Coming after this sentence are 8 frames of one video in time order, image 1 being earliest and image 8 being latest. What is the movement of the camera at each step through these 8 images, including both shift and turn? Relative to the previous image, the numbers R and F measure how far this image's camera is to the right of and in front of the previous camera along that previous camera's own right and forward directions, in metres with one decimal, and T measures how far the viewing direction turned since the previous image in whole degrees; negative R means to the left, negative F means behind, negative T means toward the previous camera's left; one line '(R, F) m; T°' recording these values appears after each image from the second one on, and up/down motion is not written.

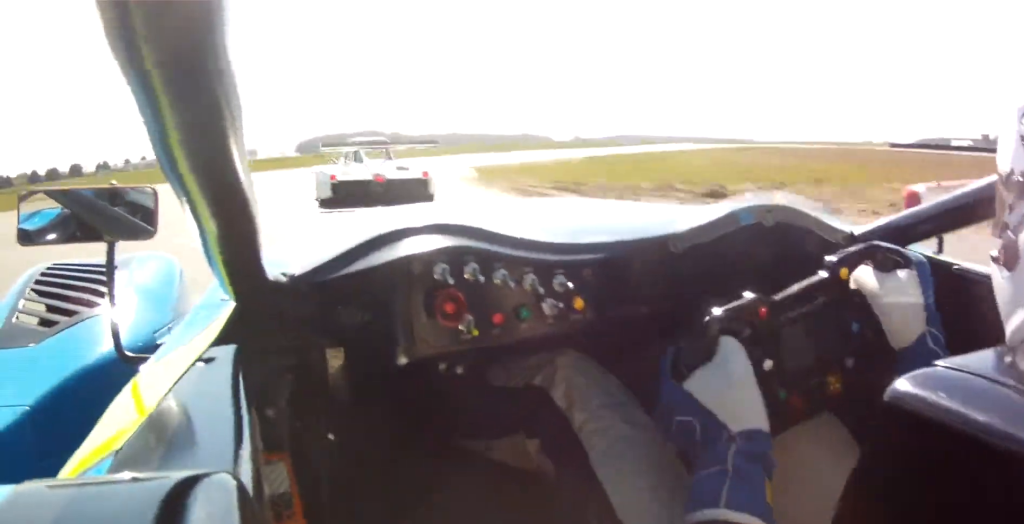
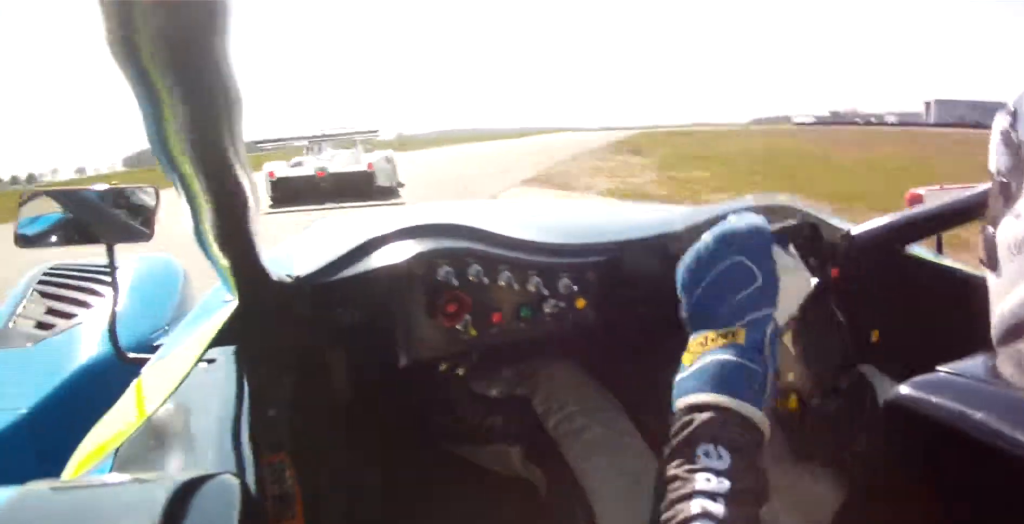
(-1.0, +18.0) m; +2°
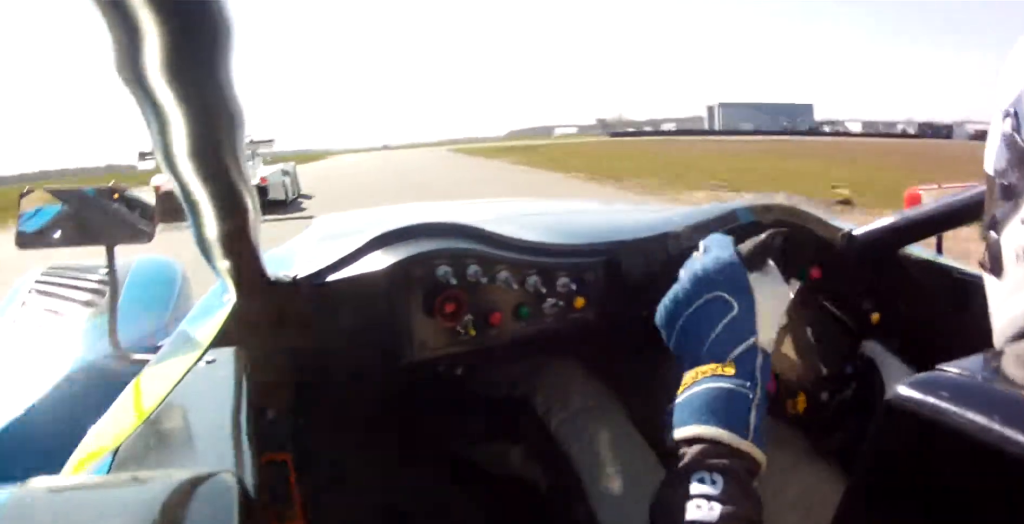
(-0.6, +14.3) m; +5°
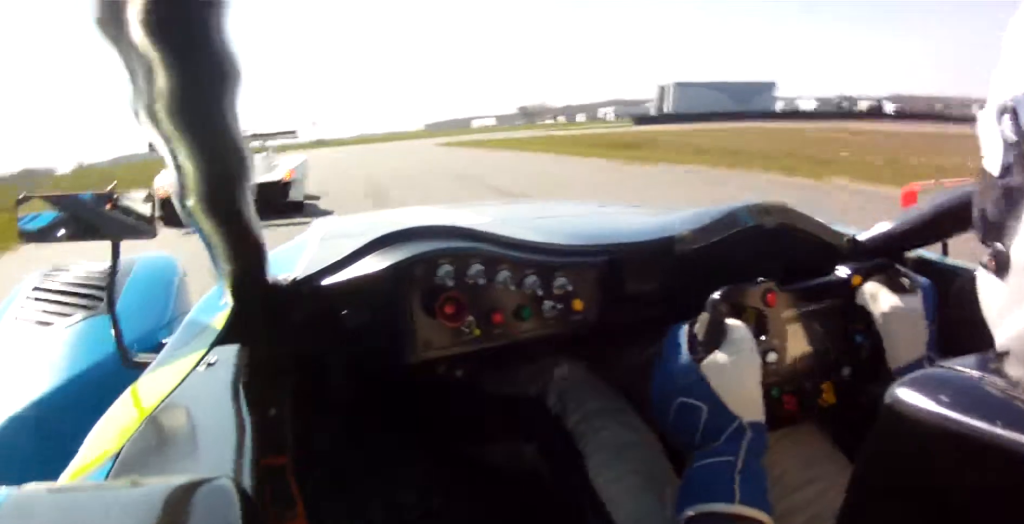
(+4.9, +30.5) m; +12°
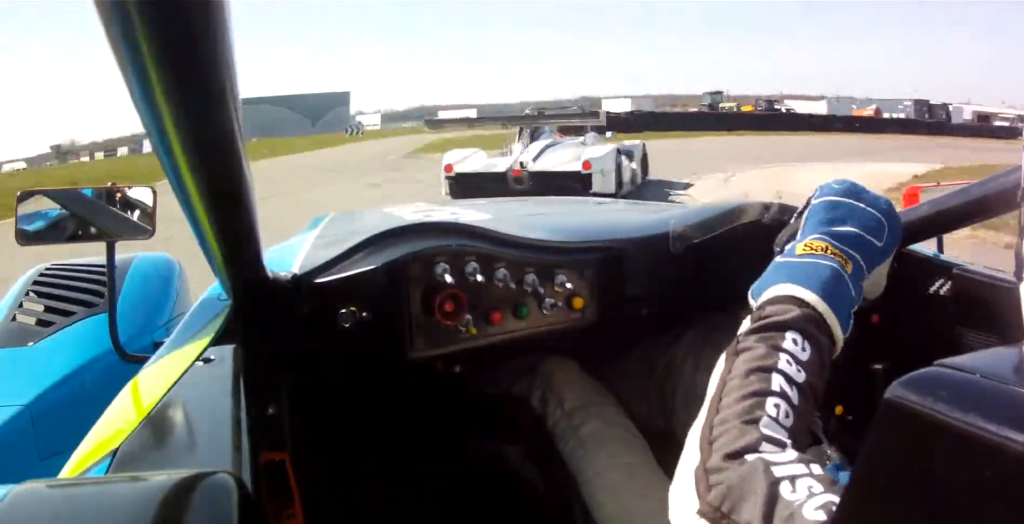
(+9.2, +49.3) m; +50°
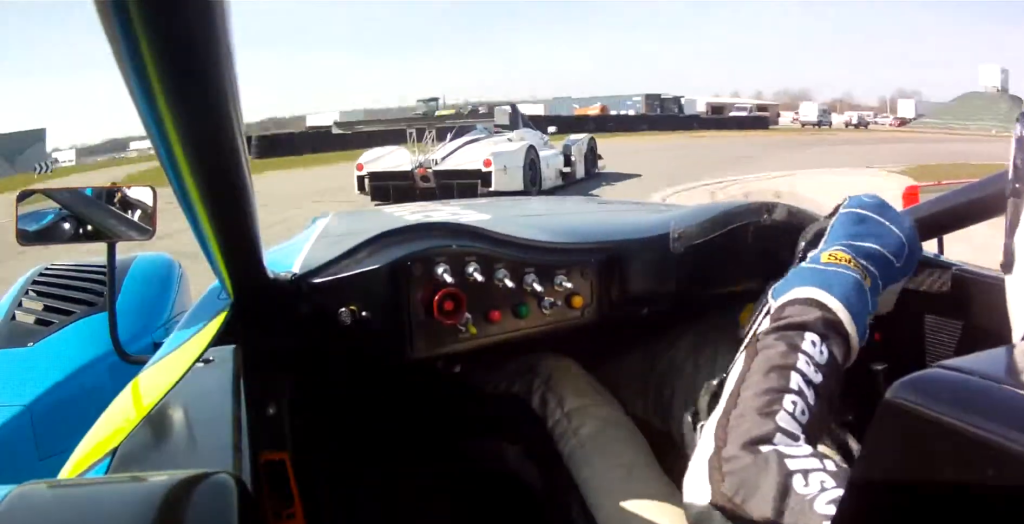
(-0.9, +7.2) m; +21°
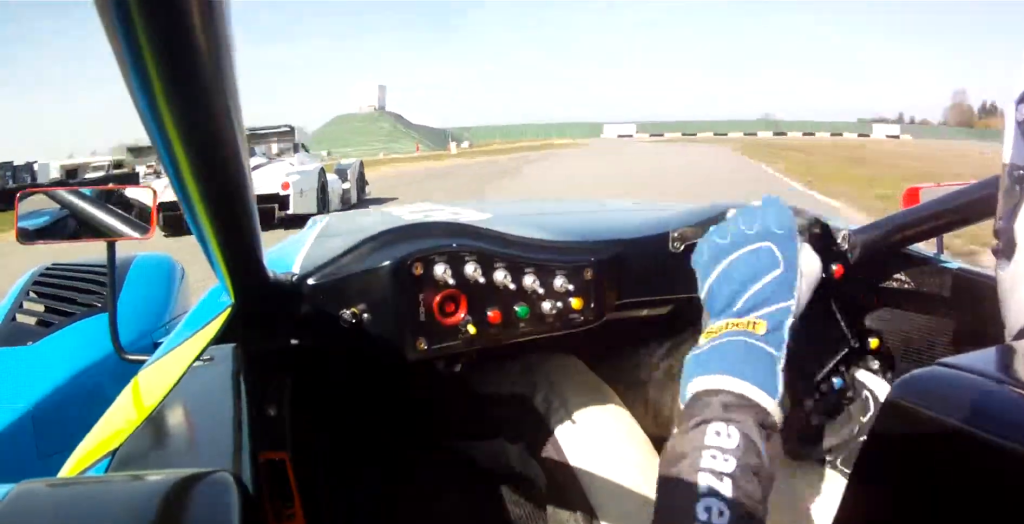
(+8.1, +13.4) m; +41°
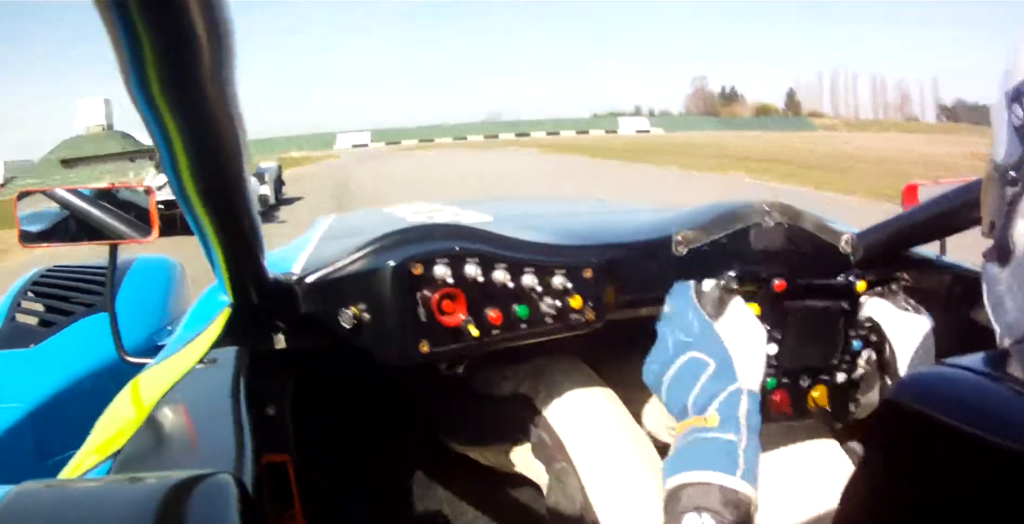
(+2.5, +12.0) m; +9°
